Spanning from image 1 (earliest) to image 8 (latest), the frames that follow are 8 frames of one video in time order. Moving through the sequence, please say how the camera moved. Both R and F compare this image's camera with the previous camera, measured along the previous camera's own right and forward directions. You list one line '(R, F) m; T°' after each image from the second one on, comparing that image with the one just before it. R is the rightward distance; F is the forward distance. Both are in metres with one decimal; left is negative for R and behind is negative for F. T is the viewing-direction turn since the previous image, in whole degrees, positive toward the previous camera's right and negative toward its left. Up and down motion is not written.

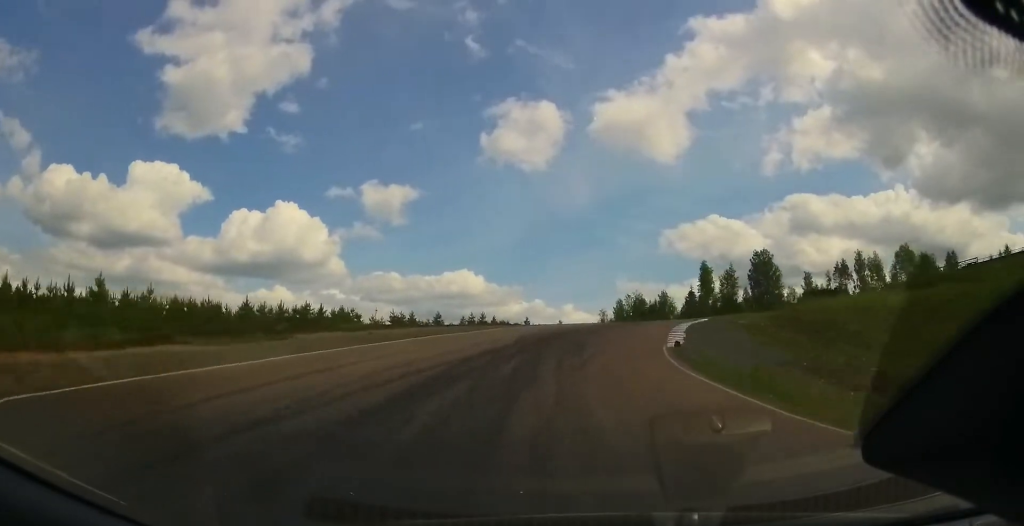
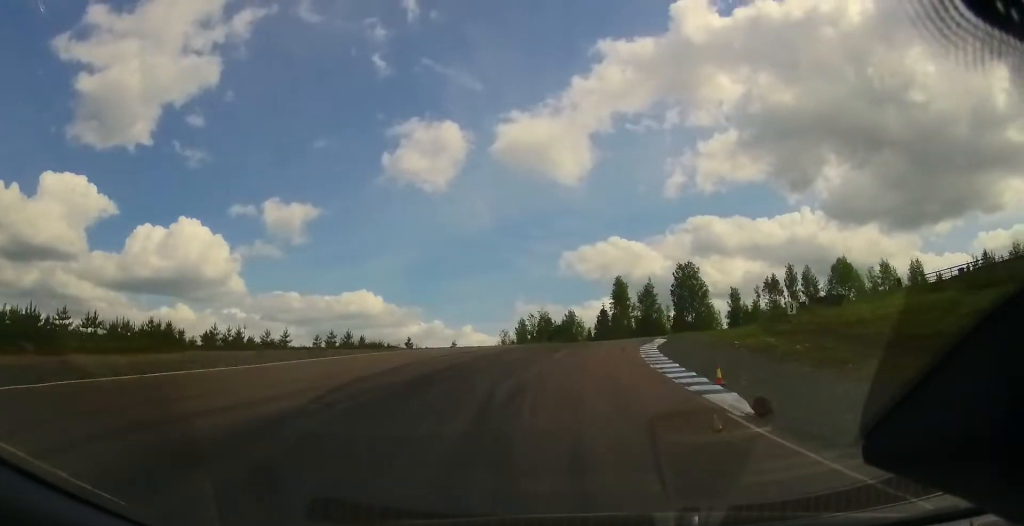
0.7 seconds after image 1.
(+1.5, +17.1) m; +9°
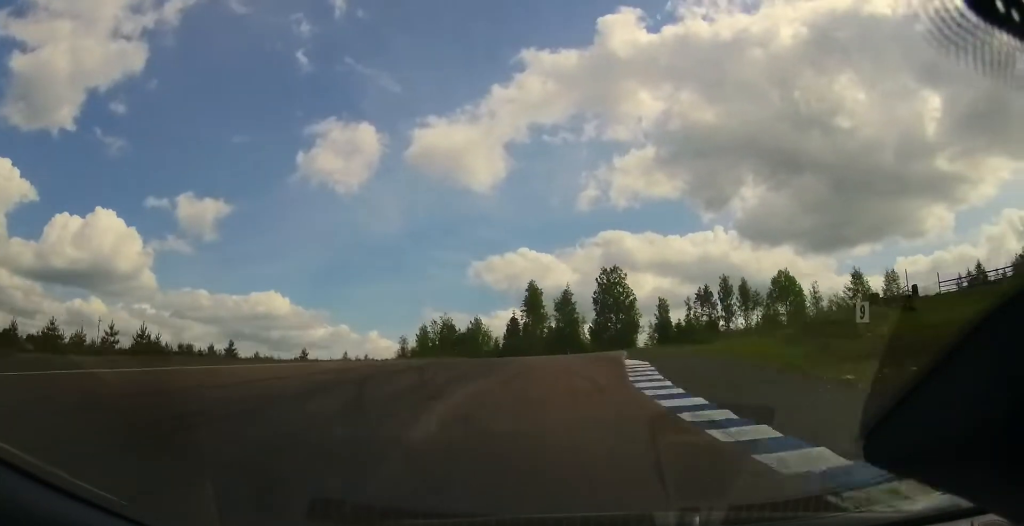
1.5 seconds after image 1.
(+1.2, +16.9) m; +8°
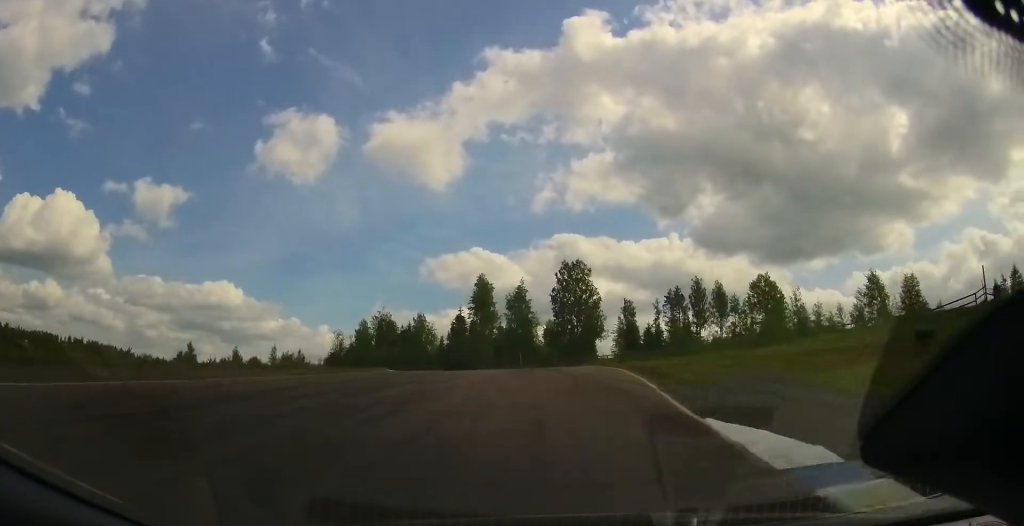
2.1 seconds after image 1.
(+1.0, +15.5) m; +5°
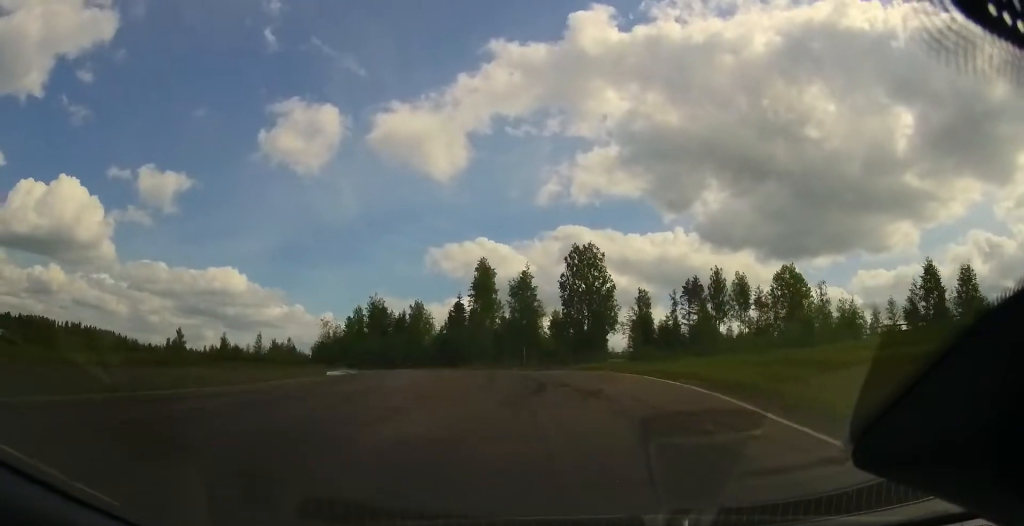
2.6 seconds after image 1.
(+0.3, +10.8) m; -1°
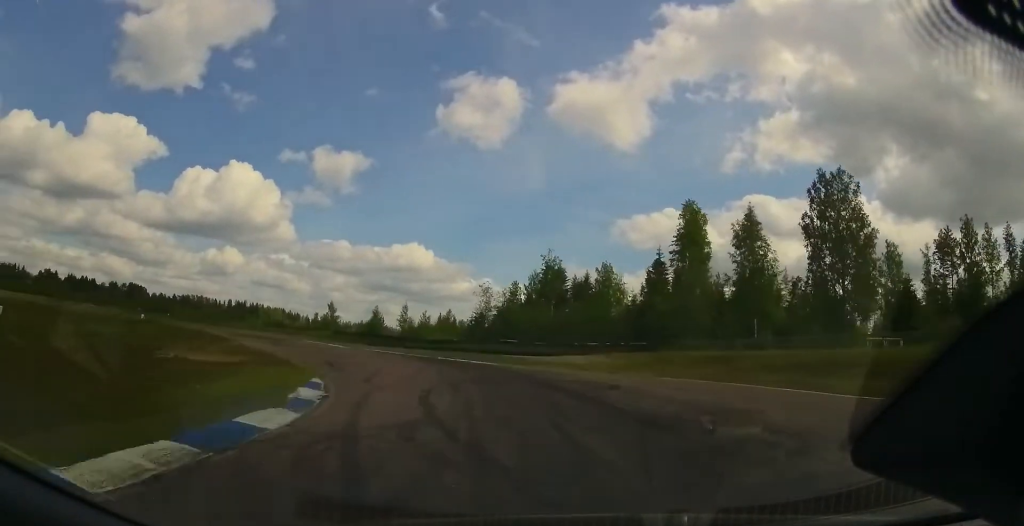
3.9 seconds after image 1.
(-0.8, +29.4) m; -8°
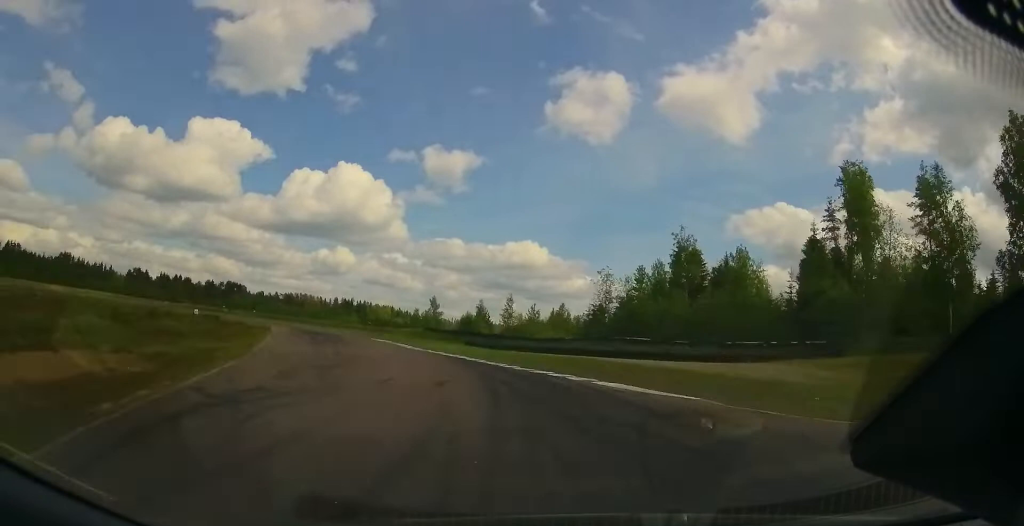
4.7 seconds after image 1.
(-1.3, +17.1) m; -8°
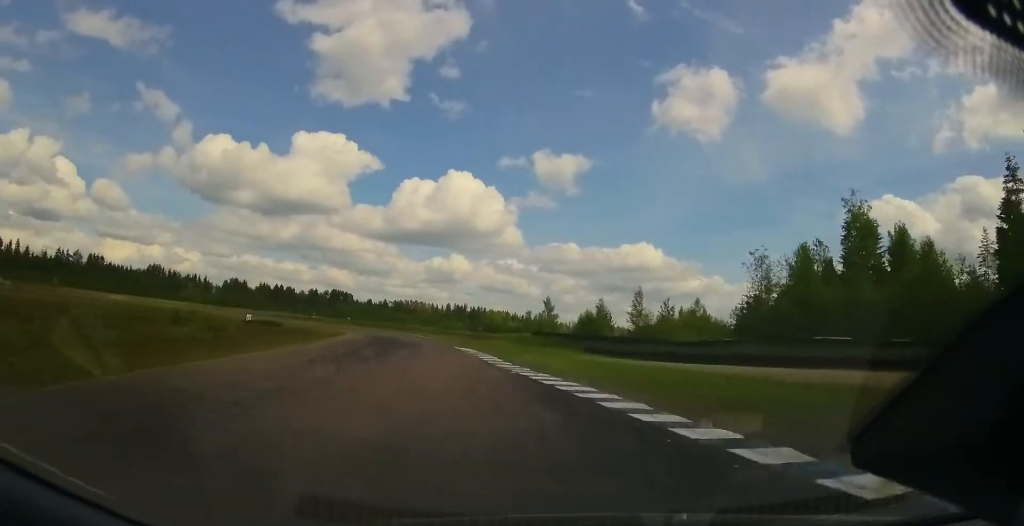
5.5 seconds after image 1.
(-1.4, +18.1) m; -9°
